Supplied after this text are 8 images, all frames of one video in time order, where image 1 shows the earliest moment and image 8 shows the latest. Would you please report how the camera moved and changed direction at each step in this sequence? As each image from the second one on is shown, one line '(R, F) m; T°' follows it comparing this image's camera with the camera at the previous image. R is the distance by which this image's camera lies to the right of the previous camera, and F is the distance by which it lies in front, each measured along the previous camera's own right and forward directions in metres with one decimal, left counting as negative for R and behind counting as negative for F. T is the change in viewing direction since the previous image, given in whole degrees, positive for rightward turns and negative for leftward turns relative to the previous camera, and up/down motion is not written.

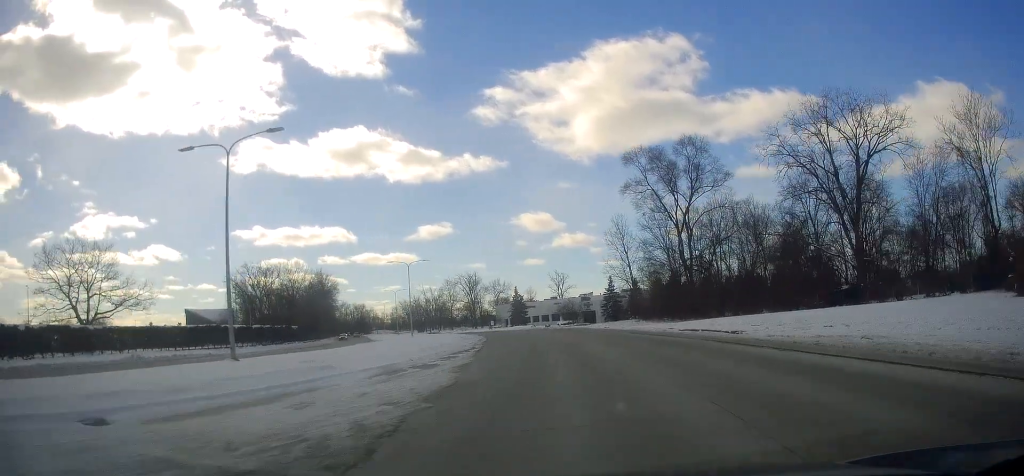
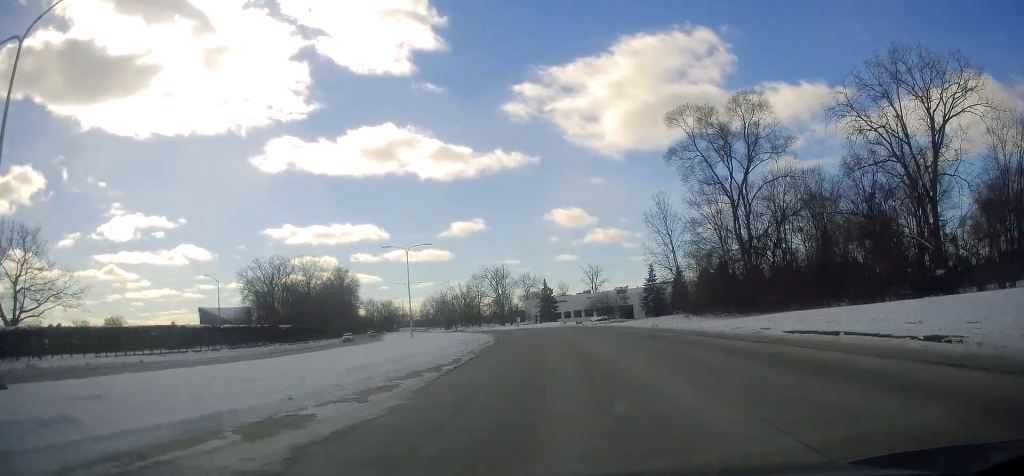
(-0.5, +14.0) m; -4°
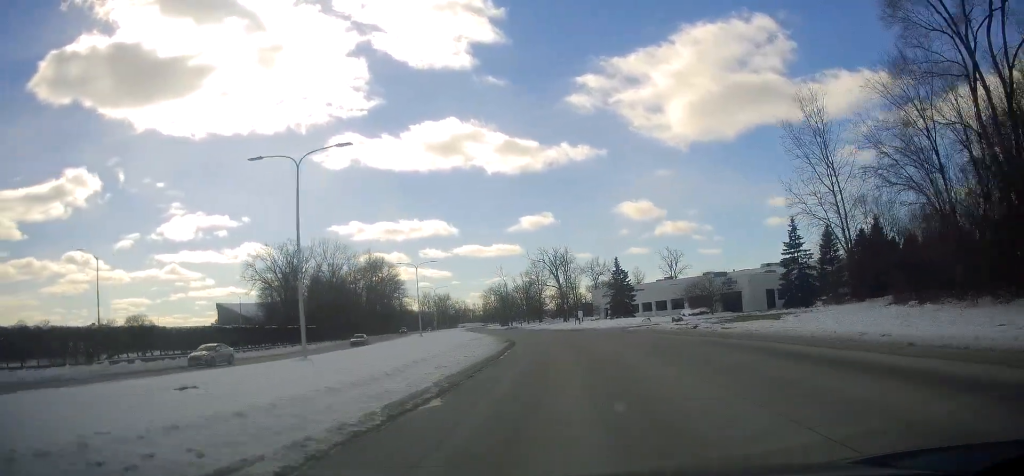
(-2.8, +36.3) m; -7°
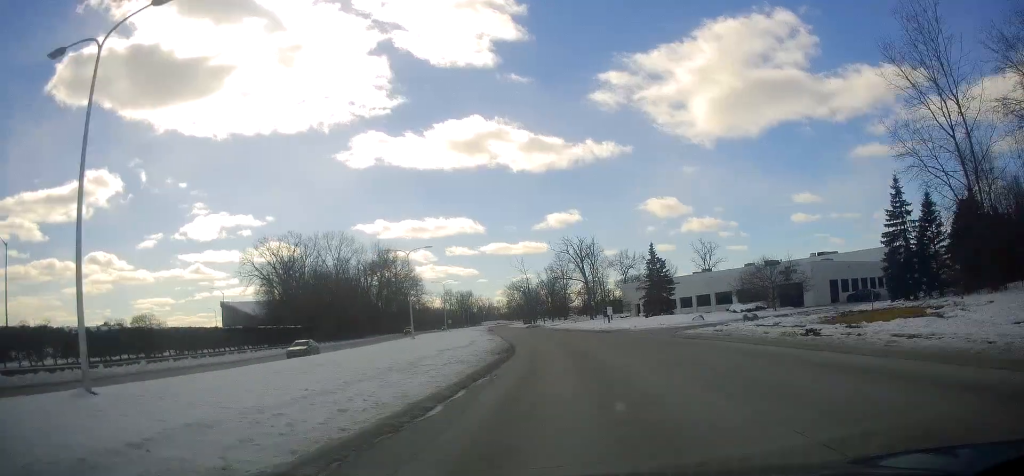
(-0.1, +14.6) m; -2°
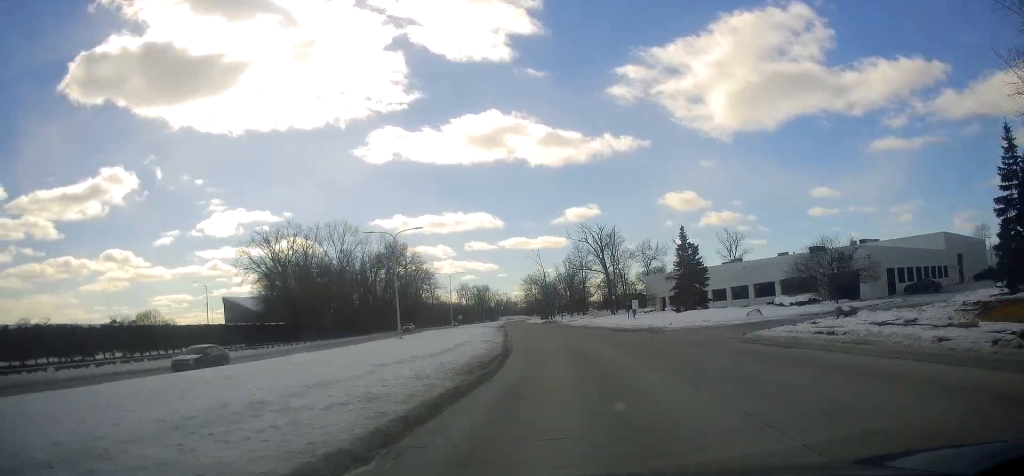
(-0.3, +10.6) m; -2°
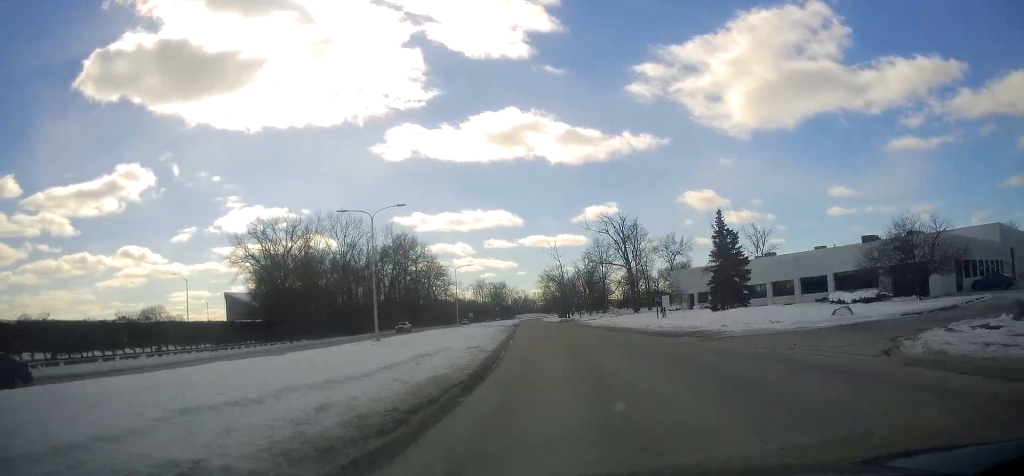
(-0.2, +10.1) m; -2°
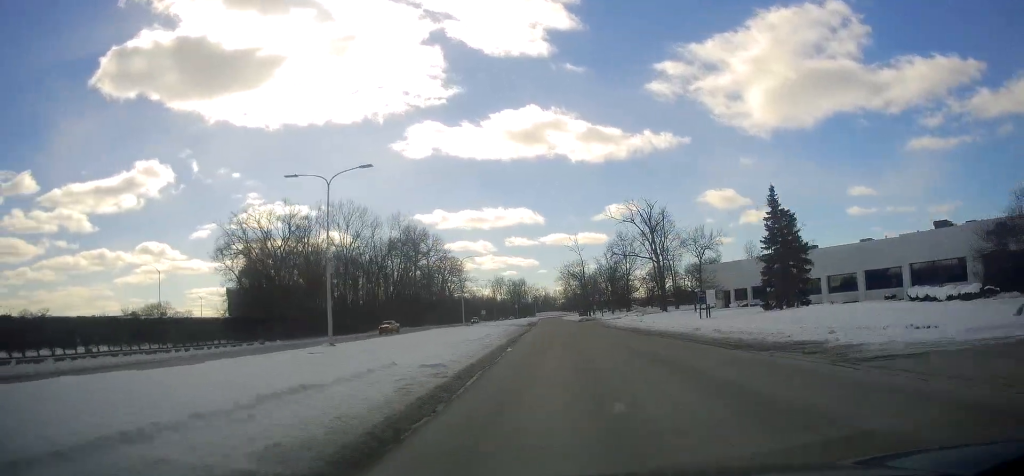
(0.0, +10.9) m; -3°
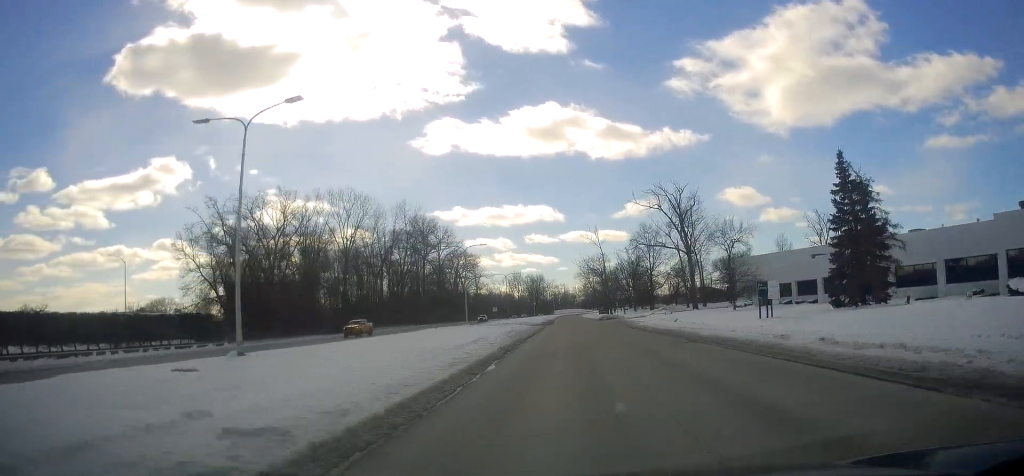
(-0.3, +10.3) m; -1°
